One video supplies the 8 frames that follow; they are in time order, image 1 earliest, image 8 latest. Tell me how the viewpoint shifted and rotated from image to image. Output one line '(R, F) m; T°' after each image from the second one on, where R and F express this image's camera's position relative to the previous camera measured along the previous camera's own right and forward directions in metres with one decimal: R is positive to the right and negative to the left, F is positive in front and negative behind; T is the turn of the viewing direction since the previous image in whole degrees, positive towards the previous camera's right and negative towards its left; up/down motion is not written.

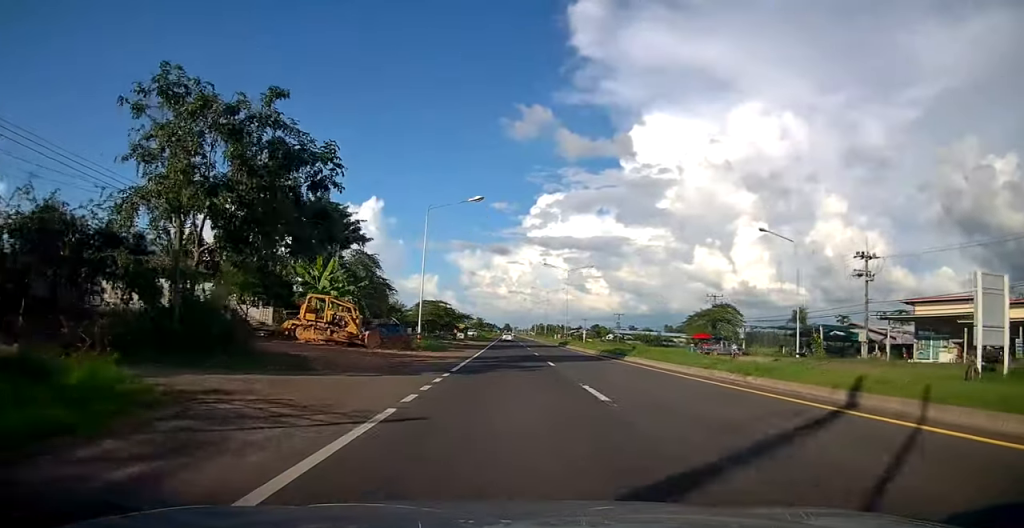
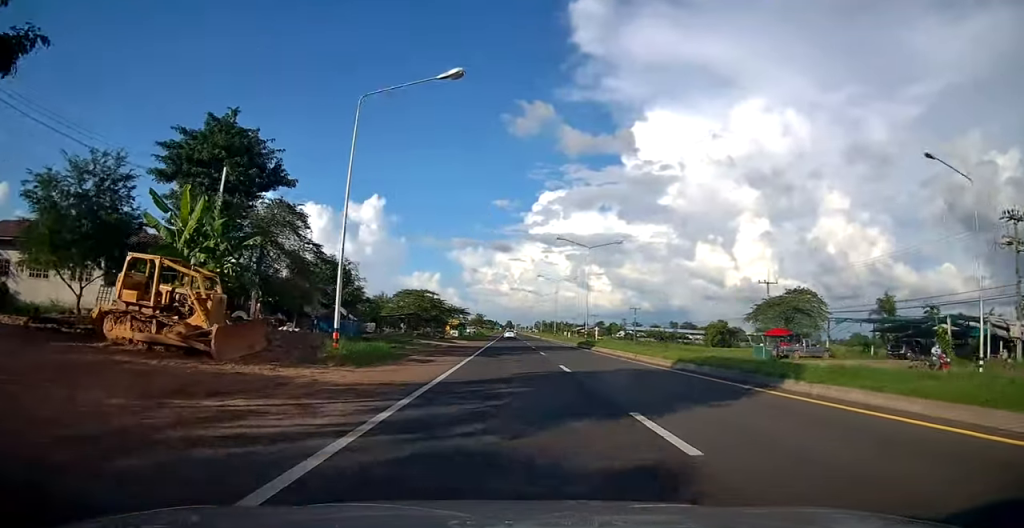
(+0.4, +17.2) m; +1°
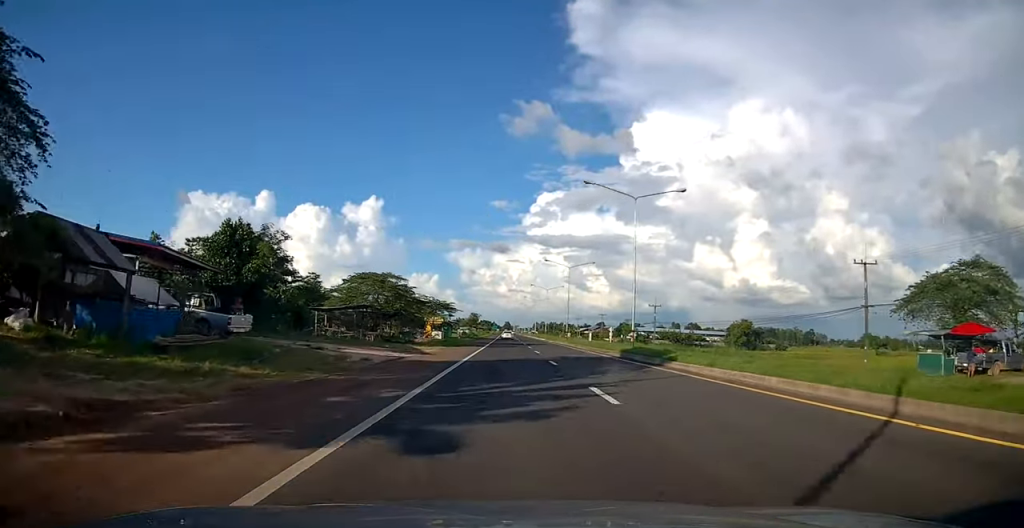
(-0.1, +20.4) m; 0°
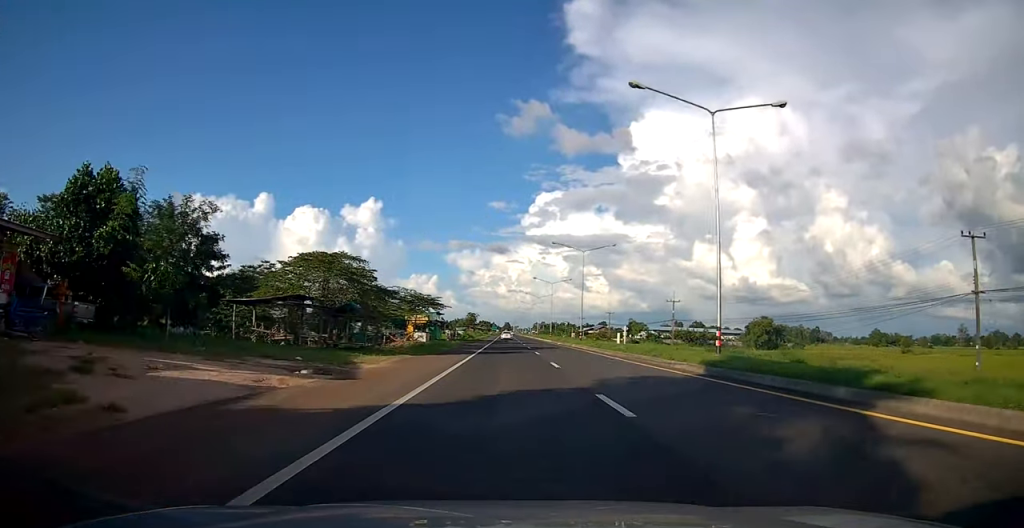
(-0.2, +13.6) m; 0°
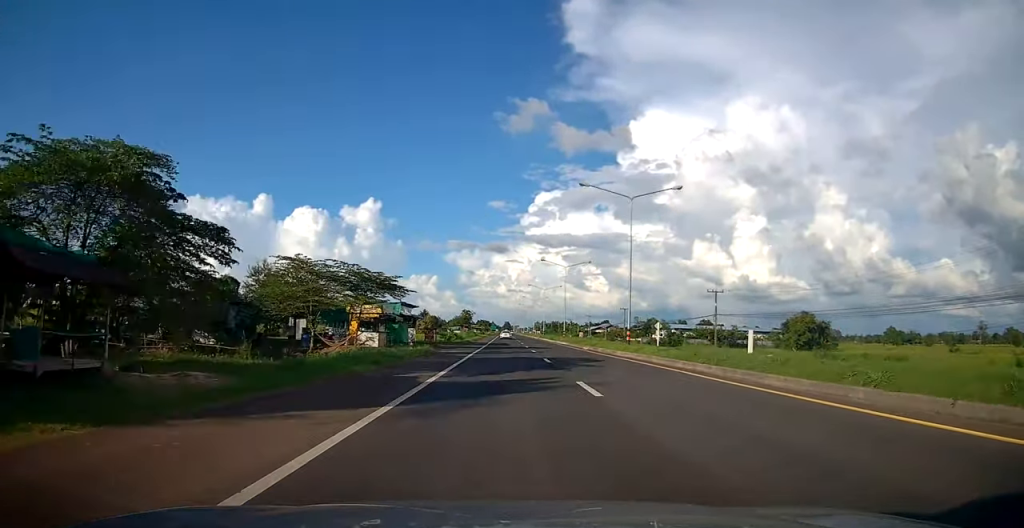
(+0.6, +22.1) m; +2°
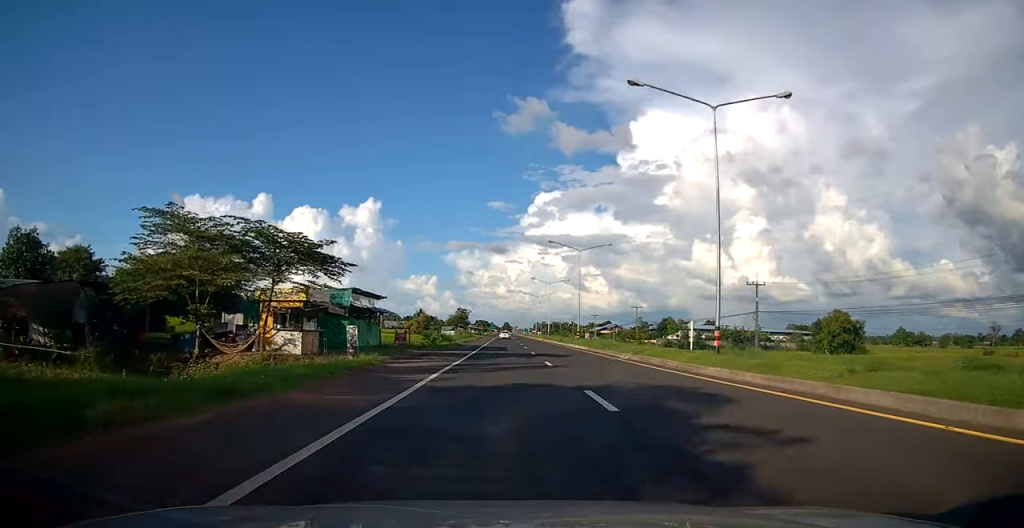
(0.0, +14.4) m; 0°
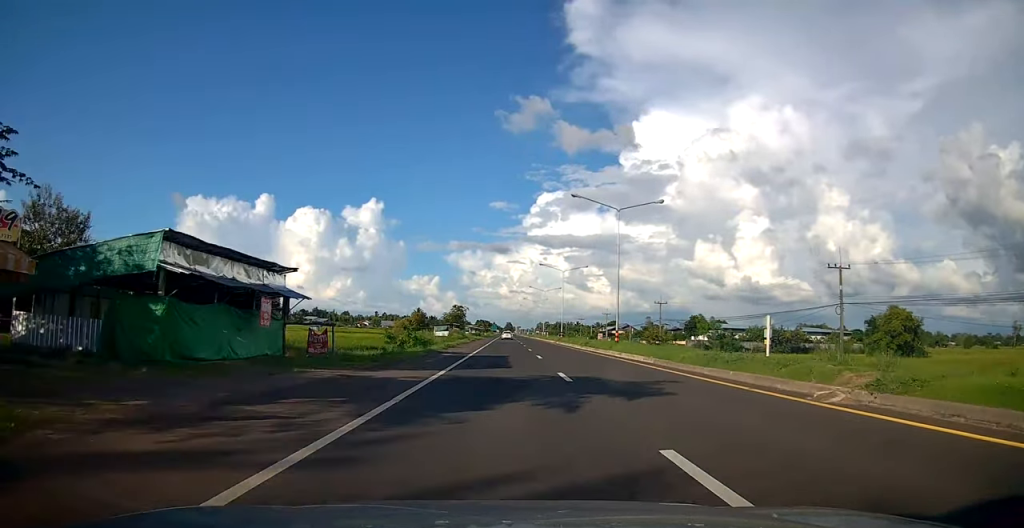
(0.0, +18.4) m; -2°
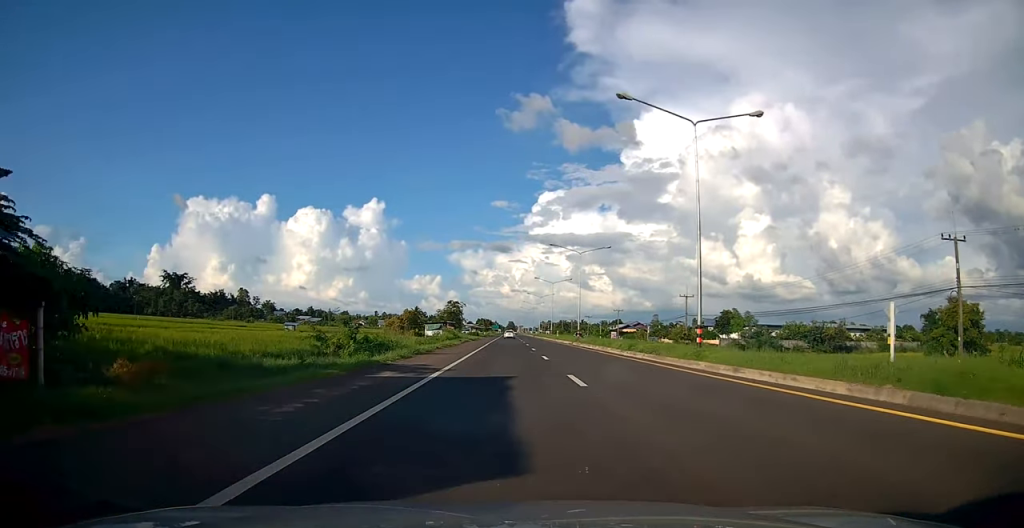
(-0.6, +15.3) m; -1°
